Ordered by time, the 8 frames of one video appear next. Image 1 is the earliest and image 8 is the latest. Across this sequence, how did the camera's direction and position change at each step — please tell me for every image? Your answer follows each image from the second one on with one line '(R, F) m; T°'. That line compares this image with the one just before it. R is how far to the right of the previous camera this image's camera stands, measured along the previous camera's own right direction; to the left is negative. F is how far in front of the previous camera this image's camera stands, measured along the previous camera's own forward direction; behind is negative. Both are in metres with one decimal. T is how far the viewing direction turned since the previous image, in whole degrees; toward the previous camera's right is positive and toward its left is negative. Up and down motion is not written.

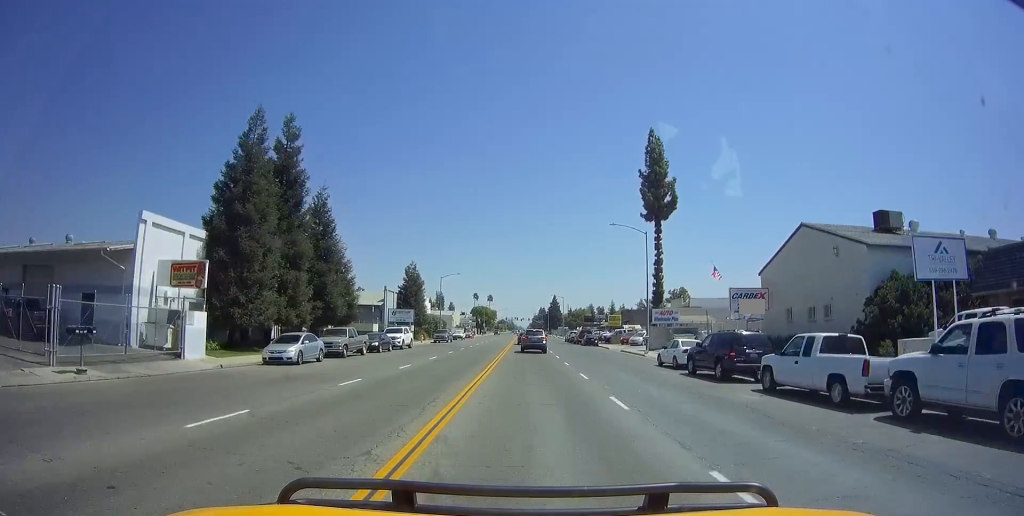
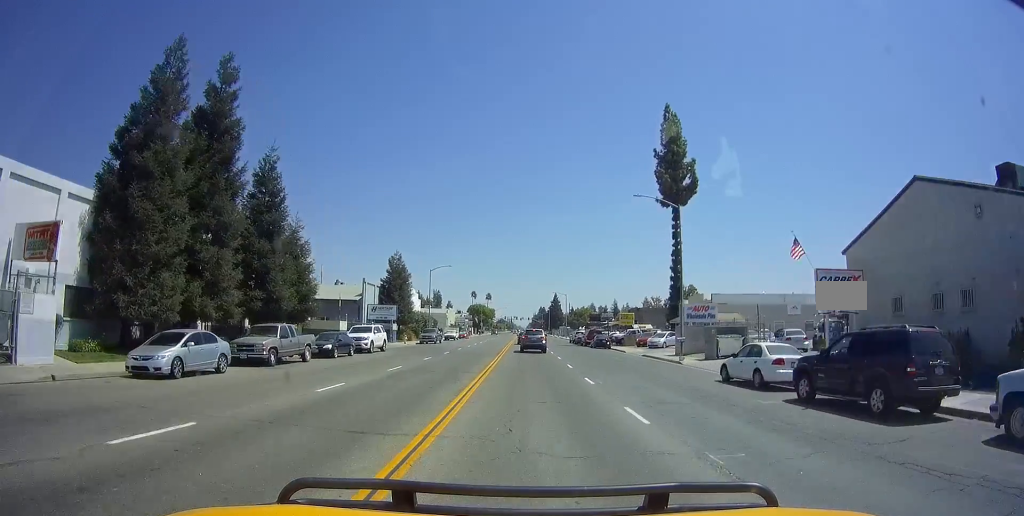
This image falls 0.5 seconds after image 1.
(+0.1, +9.1) m; +1°
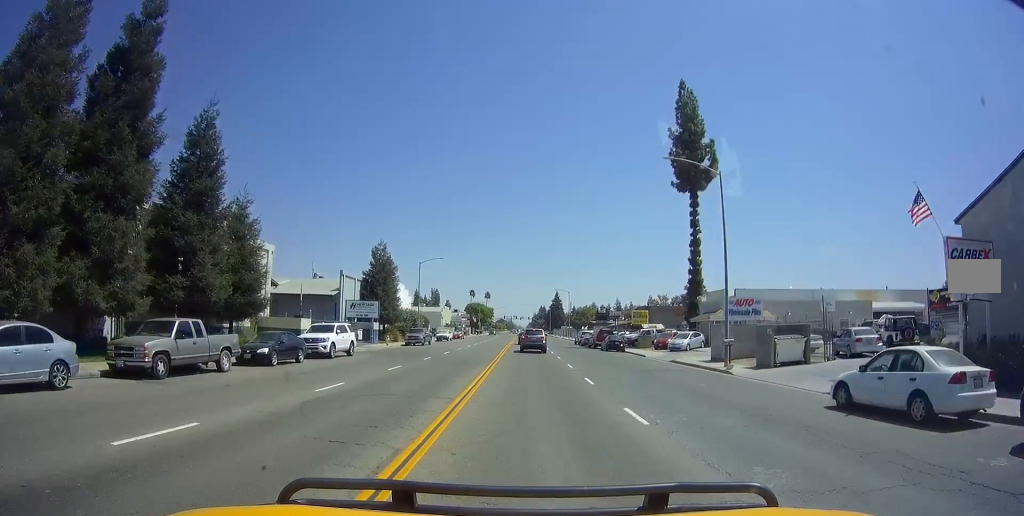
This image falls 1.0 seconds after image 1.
(0.0, +7.4) m; +1°
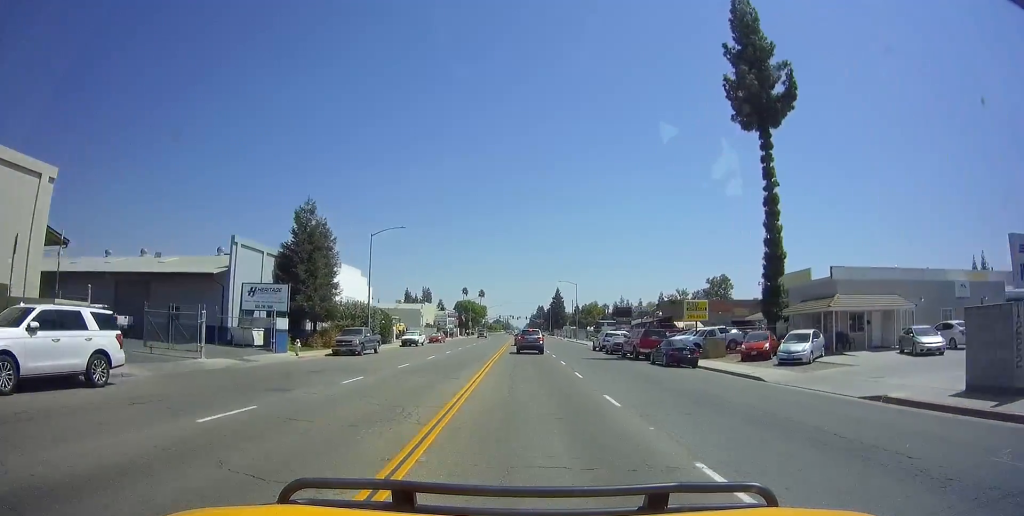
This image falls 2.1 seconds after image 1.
(+0.2, +19.9) m; 0°
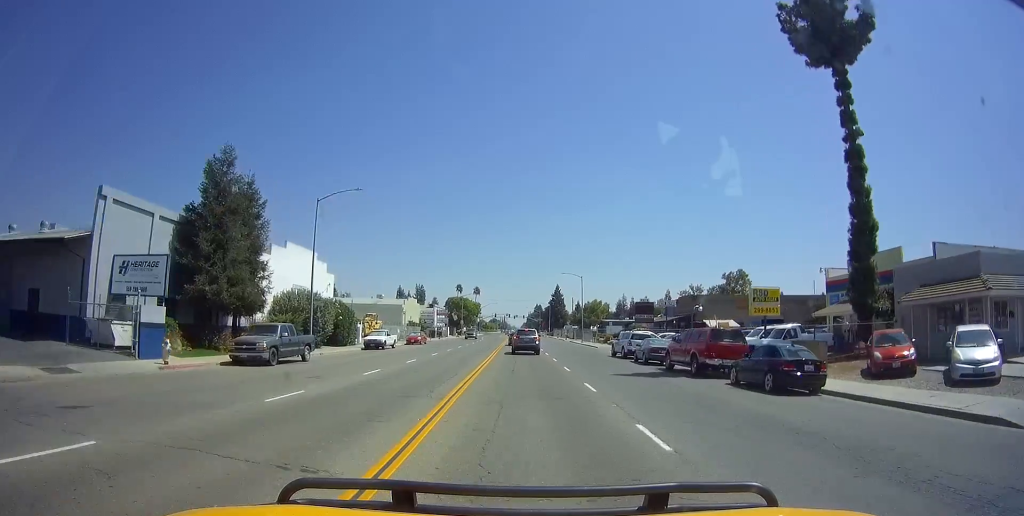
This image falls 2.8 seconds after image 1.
(-0.1, +11.8) m; -1°
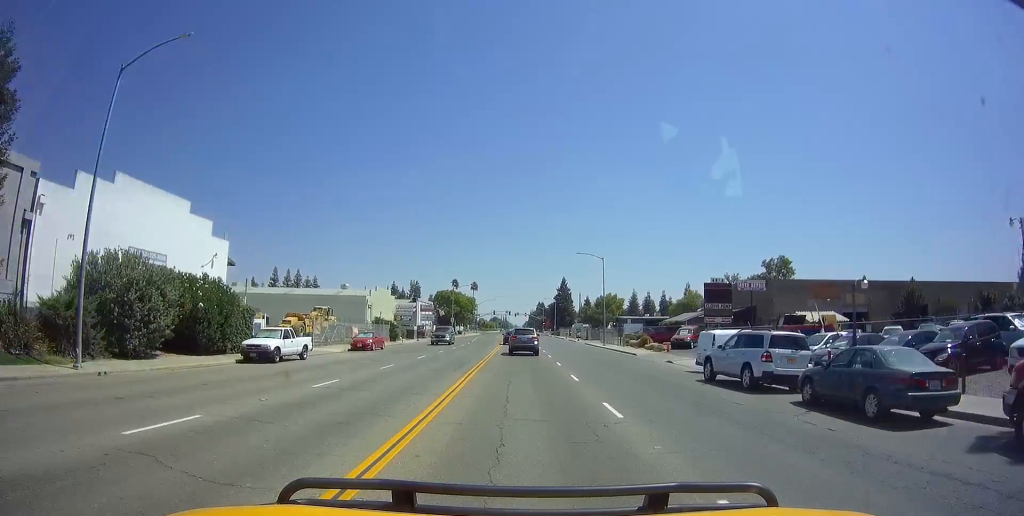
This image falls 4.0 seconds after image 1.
(0.0, +18.9) m; 0°
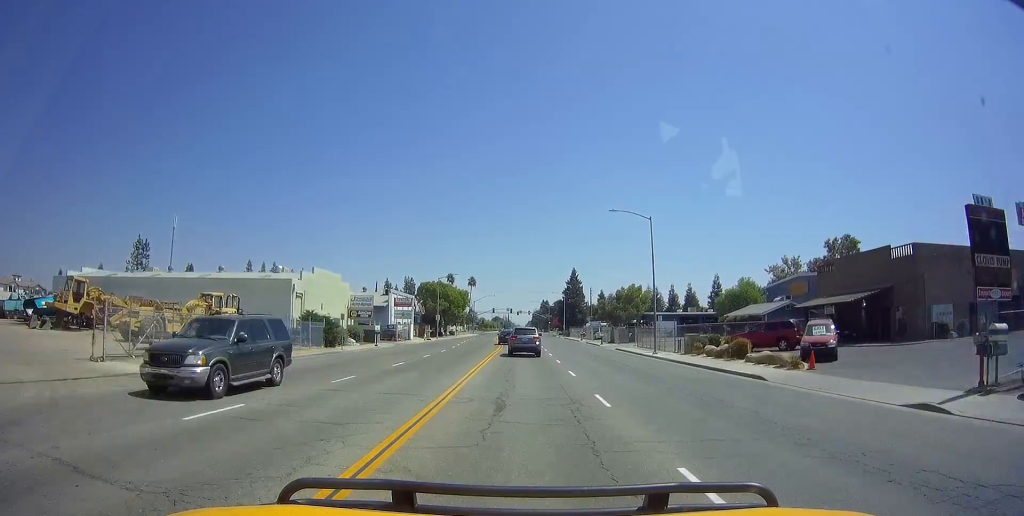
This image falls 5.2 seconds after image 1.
(-0.1, +20.7) m; -1°
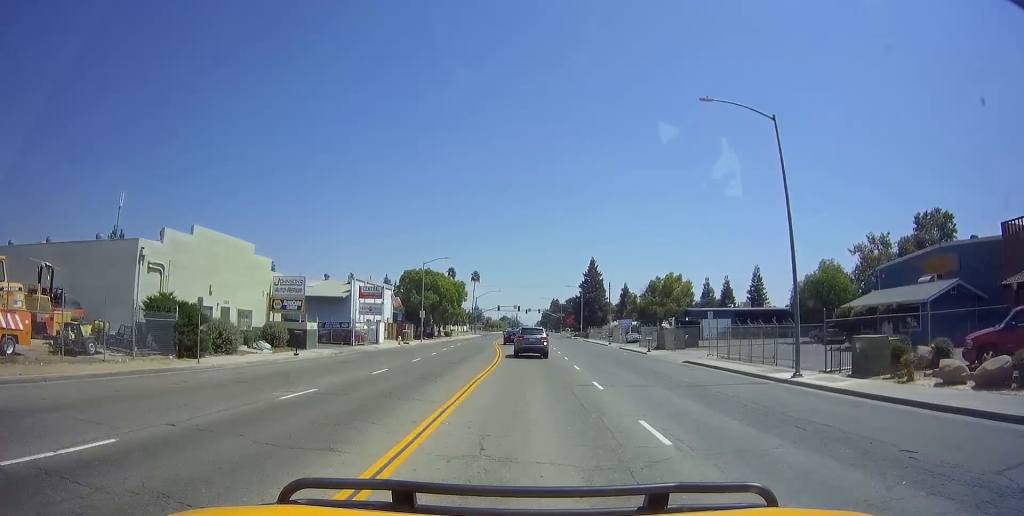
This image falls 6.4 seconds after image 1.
(-0.1, +18.9) m; 0°
